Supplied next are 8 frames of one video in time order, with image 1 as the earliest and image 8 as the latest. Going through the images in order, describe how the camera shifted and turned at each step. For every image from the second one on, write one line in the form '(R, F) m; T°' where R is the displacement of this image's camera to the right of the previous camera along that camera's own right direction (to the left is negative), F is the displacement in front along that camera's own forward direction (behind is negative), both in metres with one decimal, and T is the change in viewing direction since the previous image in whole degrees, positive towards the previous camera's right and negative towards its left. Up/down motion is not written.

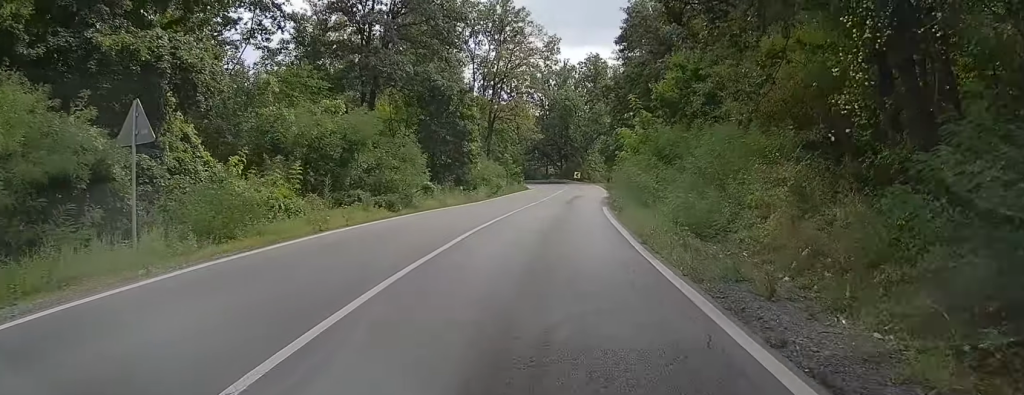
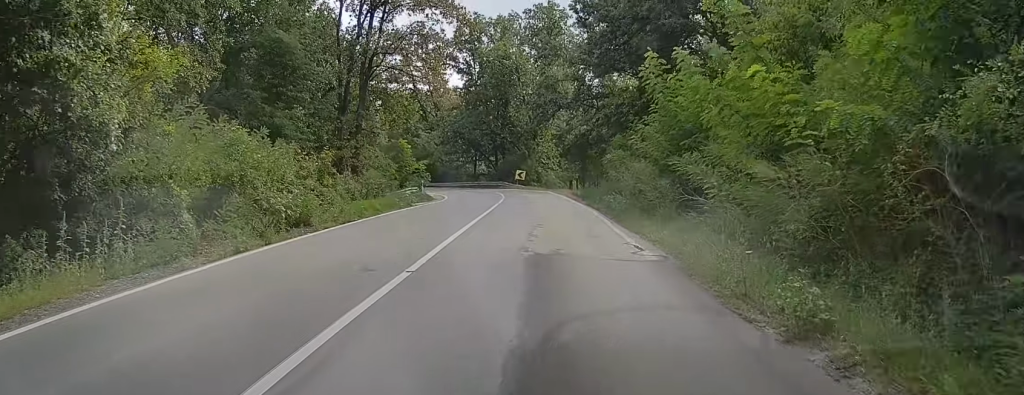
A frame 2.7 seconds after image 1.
(+2.3, +37.4) m; +6°
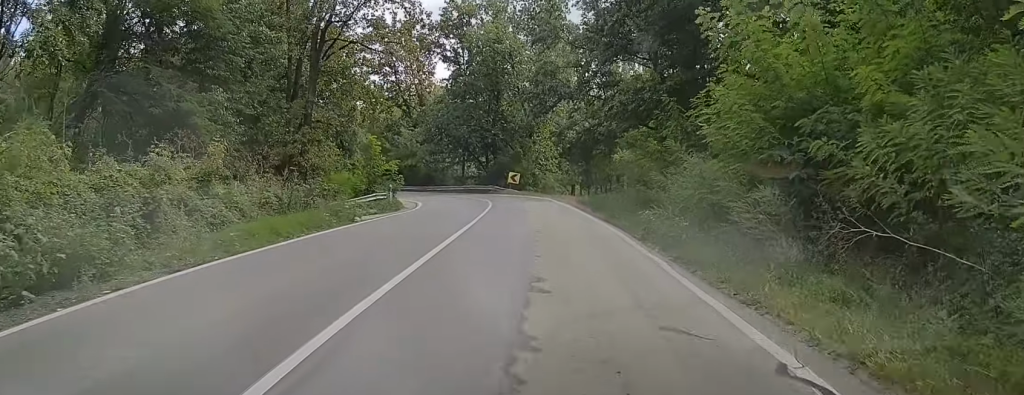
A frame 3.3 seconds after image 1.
(+0.1, +9.3) m; 0°
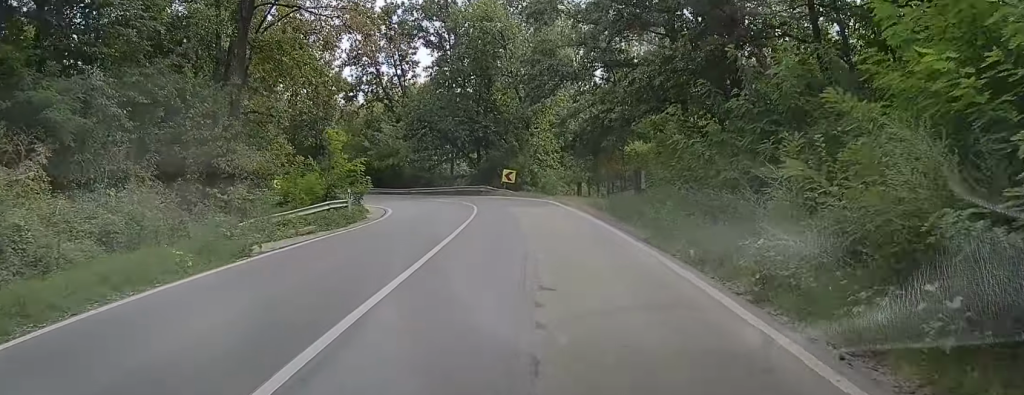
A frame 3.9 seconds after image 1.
(0.0, +8.2) m; 0°
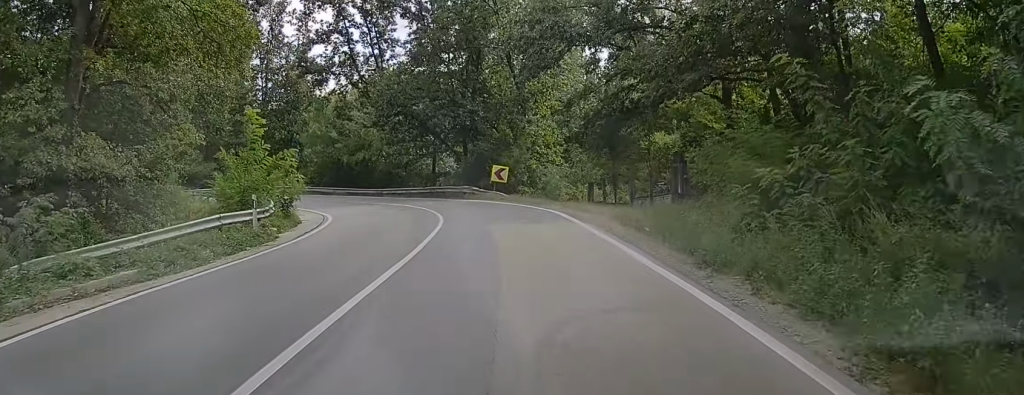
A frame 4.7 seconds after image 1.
(-0.1, +9.9) m; -2°
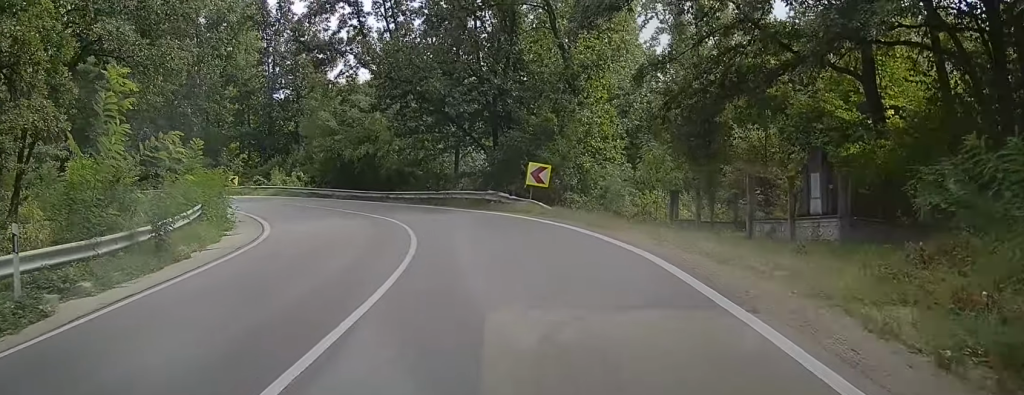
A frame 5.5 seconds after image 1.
(-0.2, +11.1) m; -4°
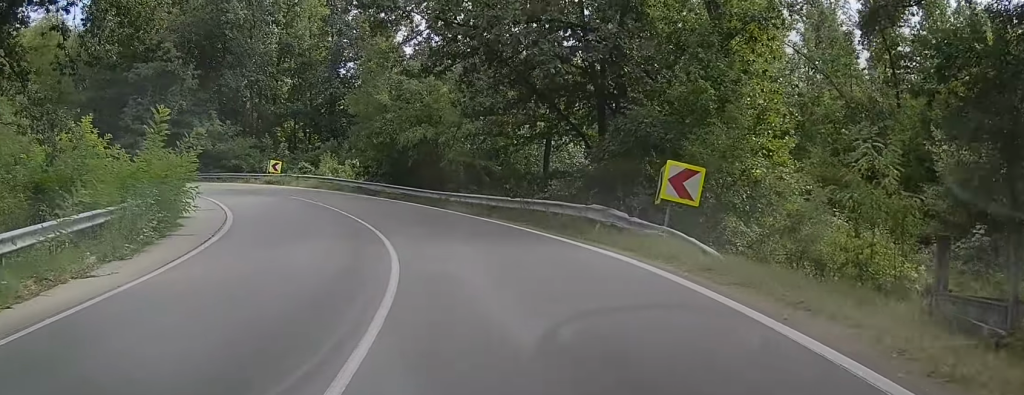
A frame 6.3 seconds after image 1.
(-0.3, +10.9) m; -7°
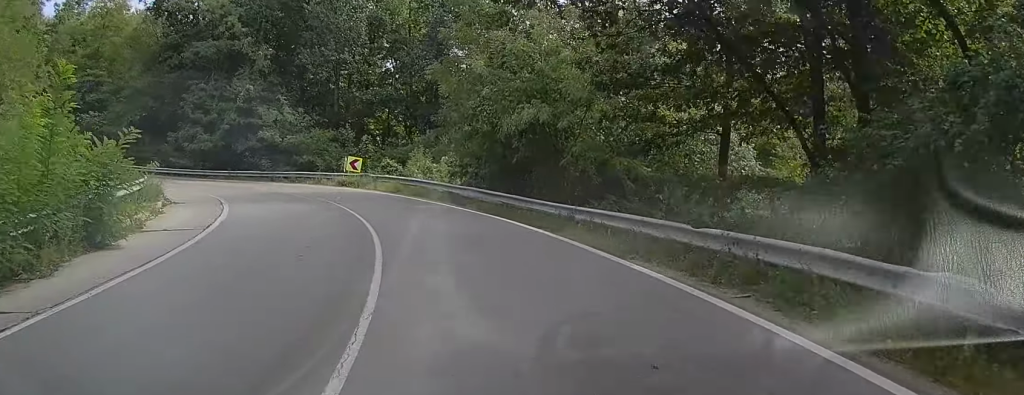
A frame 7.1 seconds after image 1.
(-0.5, +10.4) m; -12°
